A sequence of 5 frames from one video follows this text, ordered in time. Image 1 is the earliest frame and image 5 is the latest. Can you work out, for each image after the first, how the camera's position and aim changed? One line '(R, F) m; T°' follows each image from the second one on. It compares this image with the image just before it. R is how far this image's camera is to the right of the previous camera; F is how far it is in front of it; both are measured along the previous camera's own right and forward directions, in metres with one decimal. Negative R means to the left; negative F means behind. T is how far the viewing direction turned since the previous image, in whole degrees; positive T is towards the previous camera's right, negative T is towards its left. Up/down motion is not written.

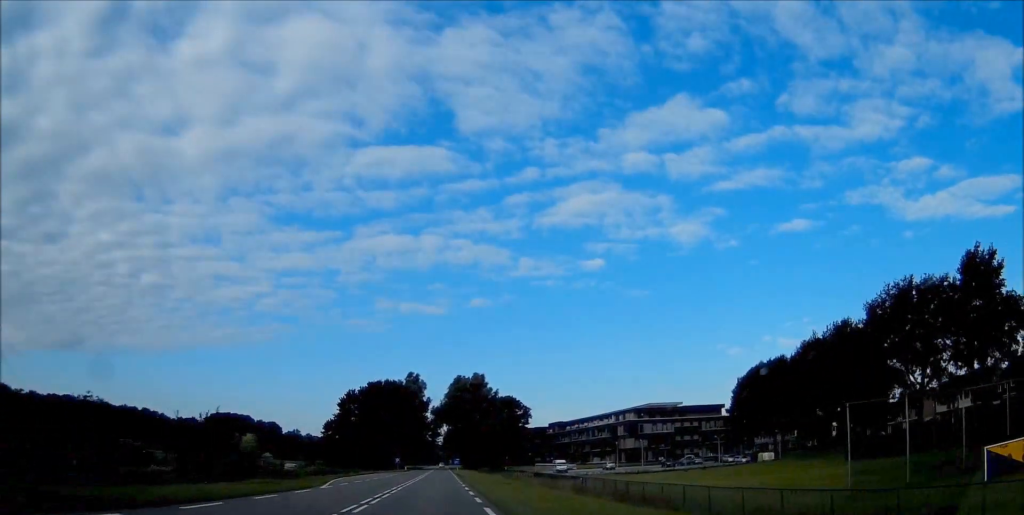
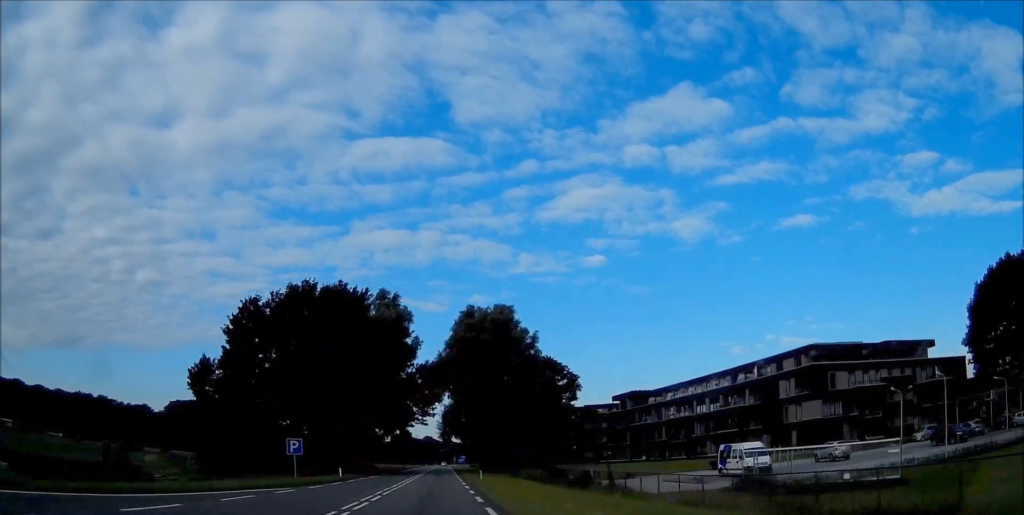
(0.0, +83.6) m; 0°
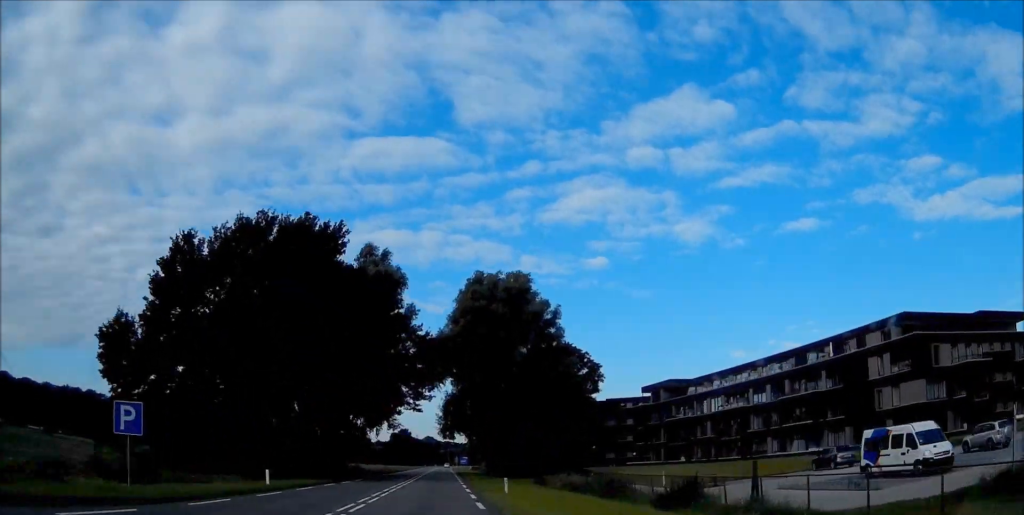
(0.0, +20.4) m; 0°
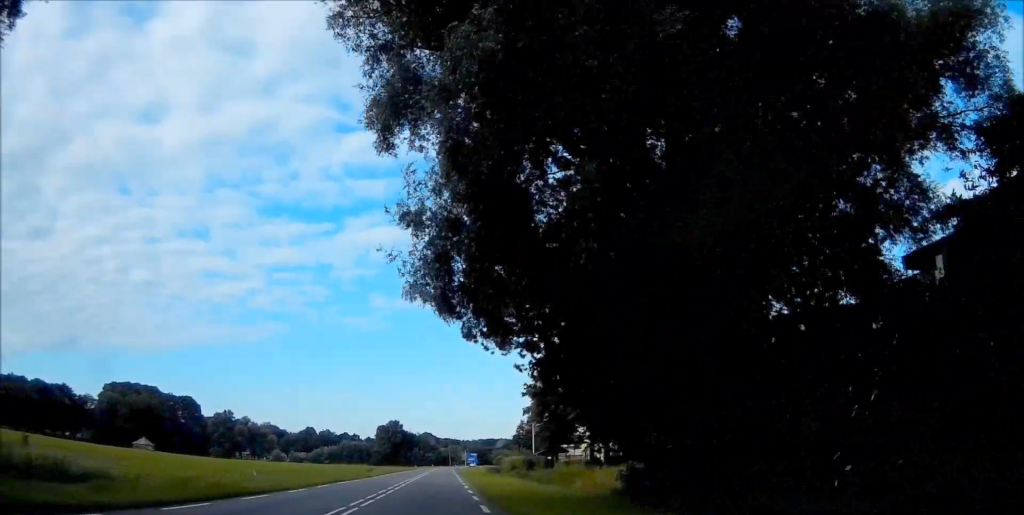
(+0.7, +73.1) m; 0°
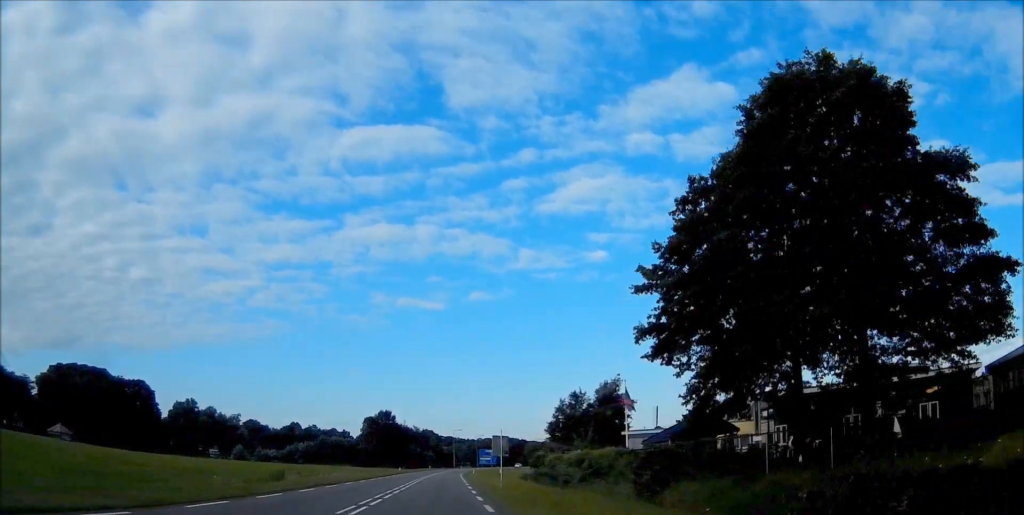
(-0.7, +58.3) m; -1°
